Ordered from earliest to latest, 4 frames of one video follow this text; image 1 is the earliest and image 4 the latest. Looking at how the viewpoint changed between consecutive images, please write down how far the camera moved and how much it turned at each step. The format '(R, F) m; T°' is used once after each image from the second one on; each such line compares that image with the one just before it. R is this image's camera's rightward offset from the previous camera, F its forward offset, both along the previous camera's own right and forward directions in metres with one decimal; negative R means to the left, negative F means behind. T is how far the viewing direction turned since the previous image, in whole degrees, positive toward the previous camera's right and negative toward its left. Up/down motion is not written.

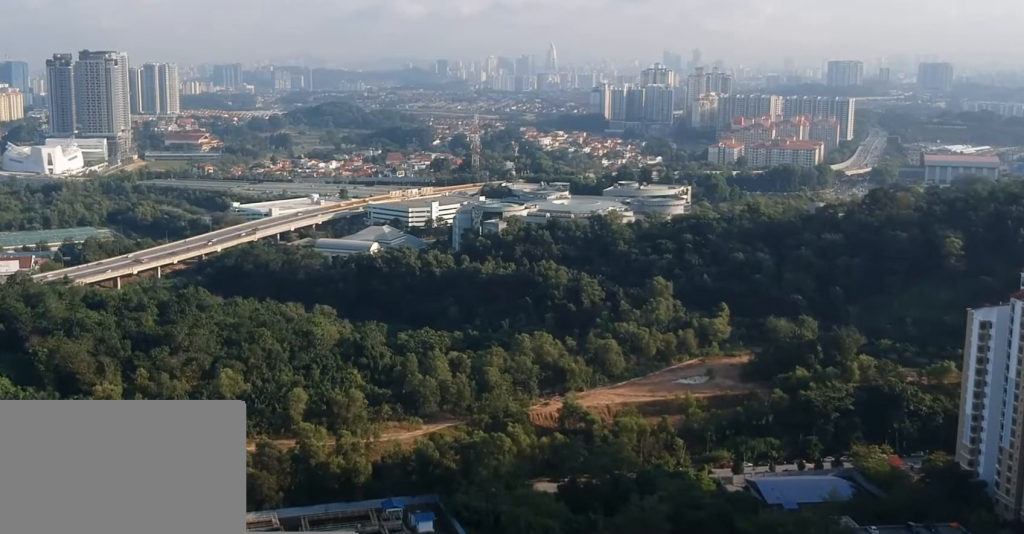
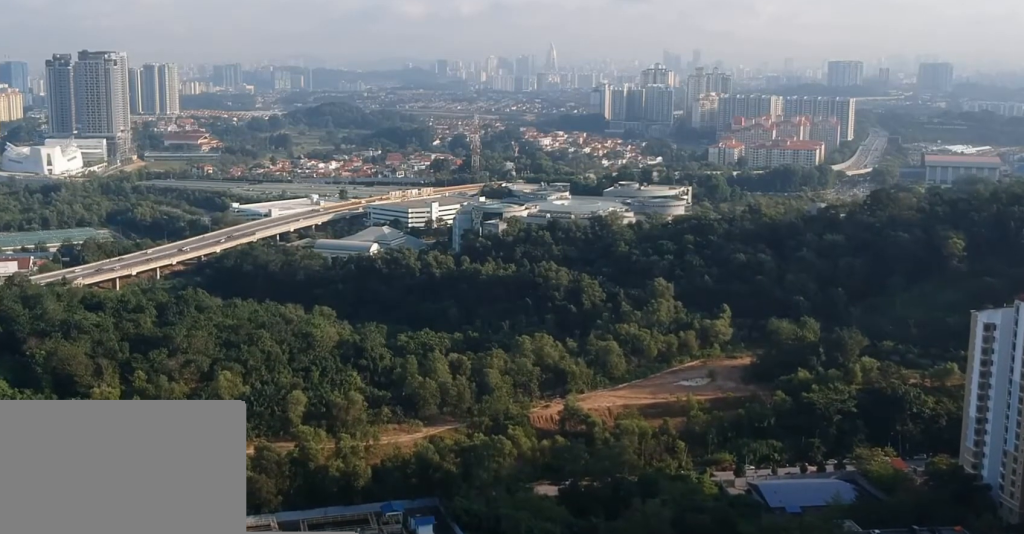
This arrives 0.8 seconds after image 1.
(0.0, +2.2) m; 0°
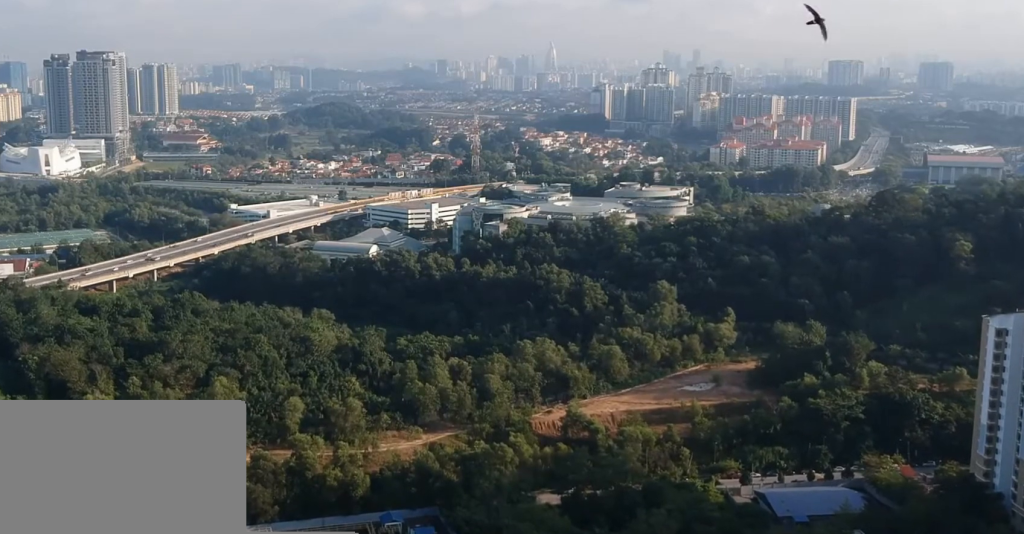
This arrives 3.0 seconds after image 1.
(0.0, +6.0) m; 0°
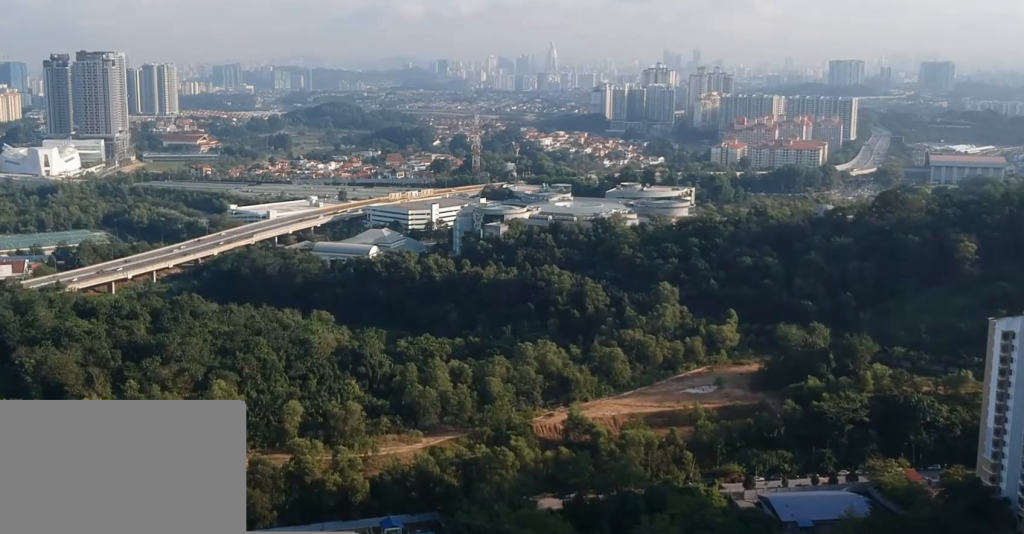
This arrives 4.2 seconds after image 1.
(0.0, +3.0) m; -1°
